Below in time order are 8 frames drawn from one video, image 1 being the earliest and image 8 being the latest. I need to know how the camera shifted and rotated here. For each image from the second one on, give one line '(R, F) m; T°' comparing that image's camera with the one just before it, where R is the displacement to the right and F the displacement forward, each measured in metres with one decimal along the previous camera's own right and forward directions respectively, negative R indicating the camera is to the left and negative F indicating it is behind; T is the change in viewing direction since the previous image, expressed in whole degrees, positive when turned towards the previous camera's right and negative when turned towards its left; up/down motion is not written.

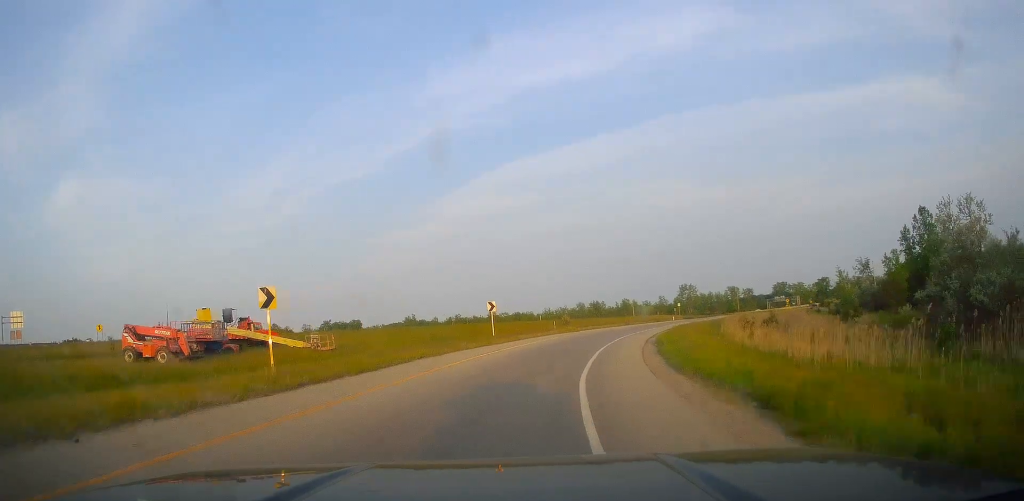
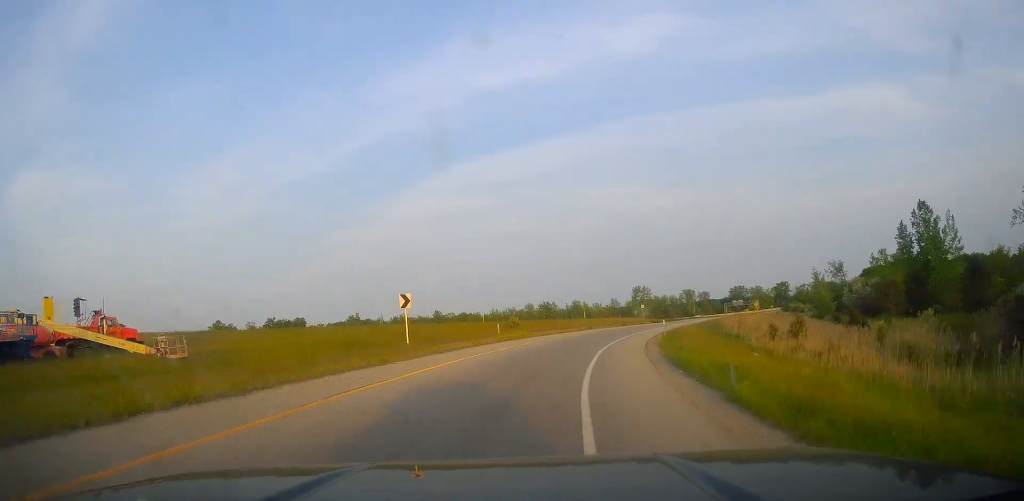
(+0.8, +13.9) m; +5°
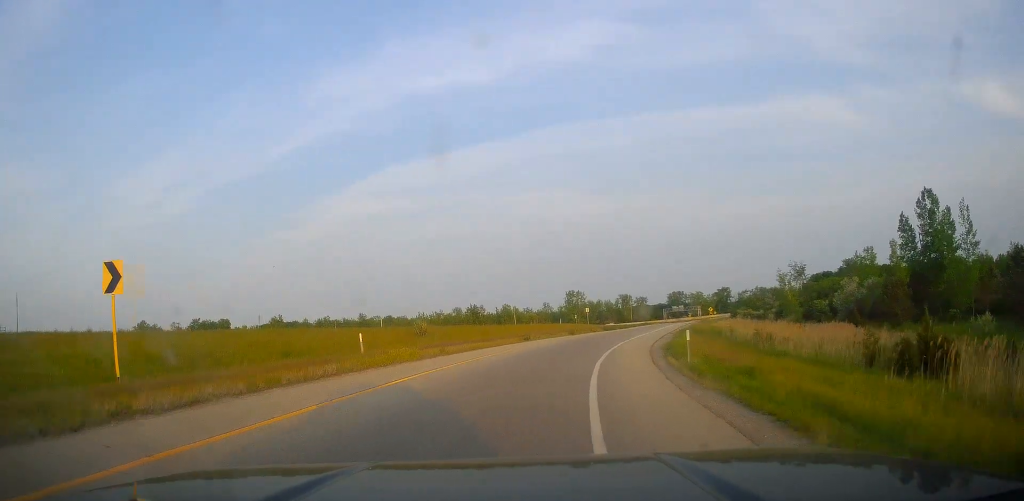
(+1.0, +18.5) m; +6°
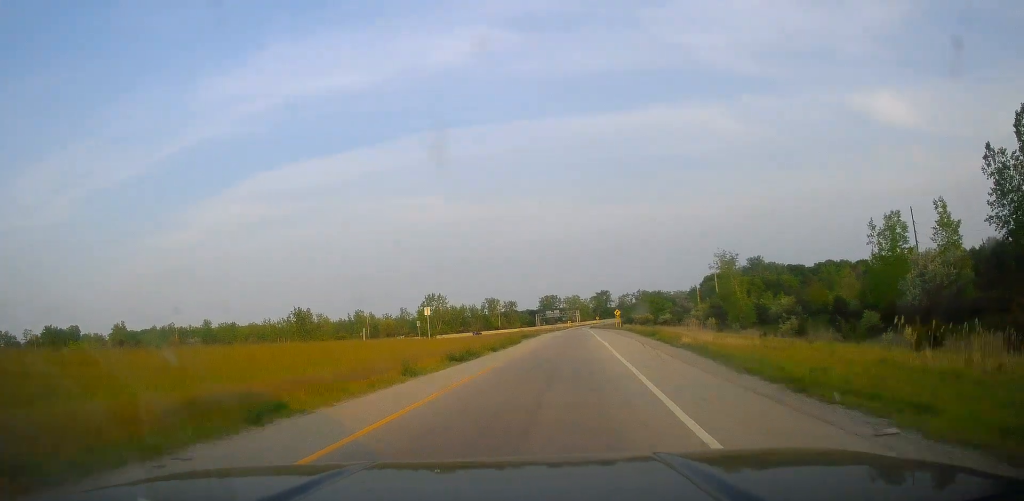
(+4.9, +44.4) m; +13°
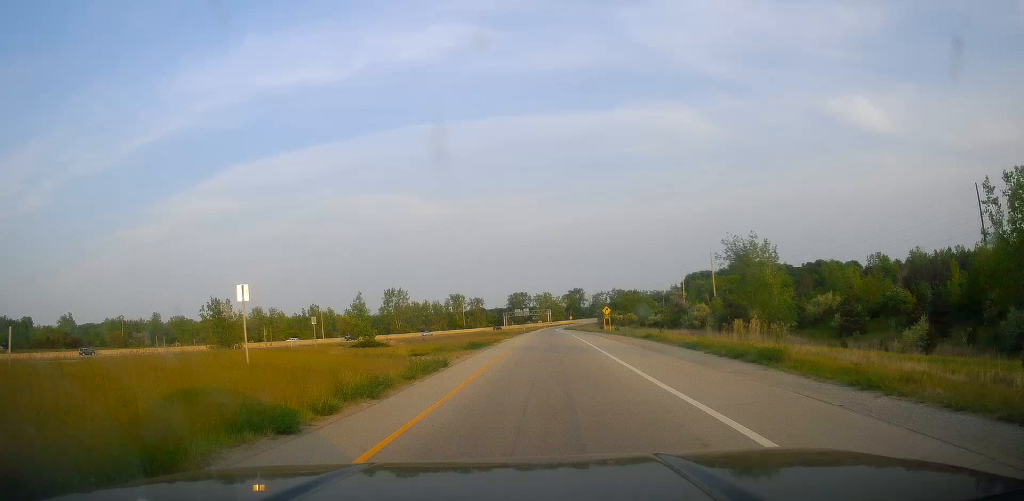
(+1.9, +26.7) m; +6°
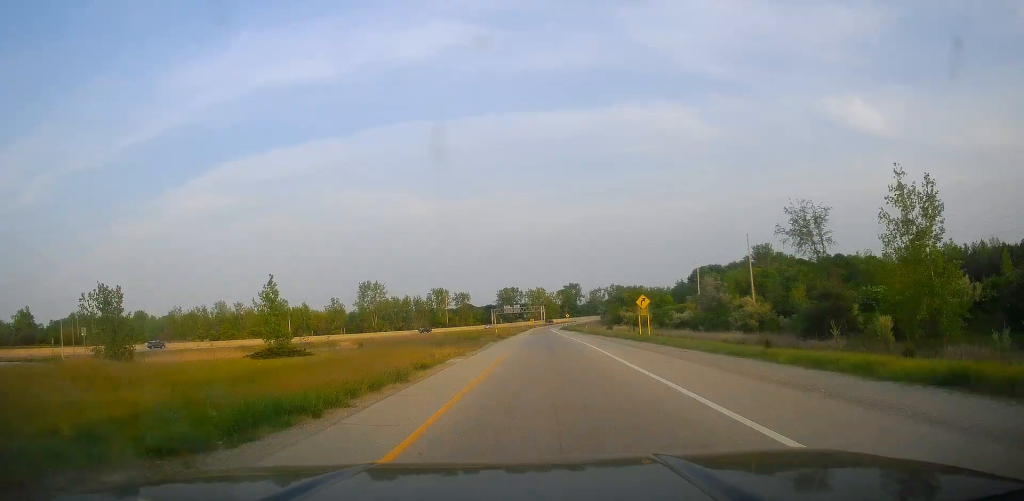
(+1.4, +33.6) m; +3°
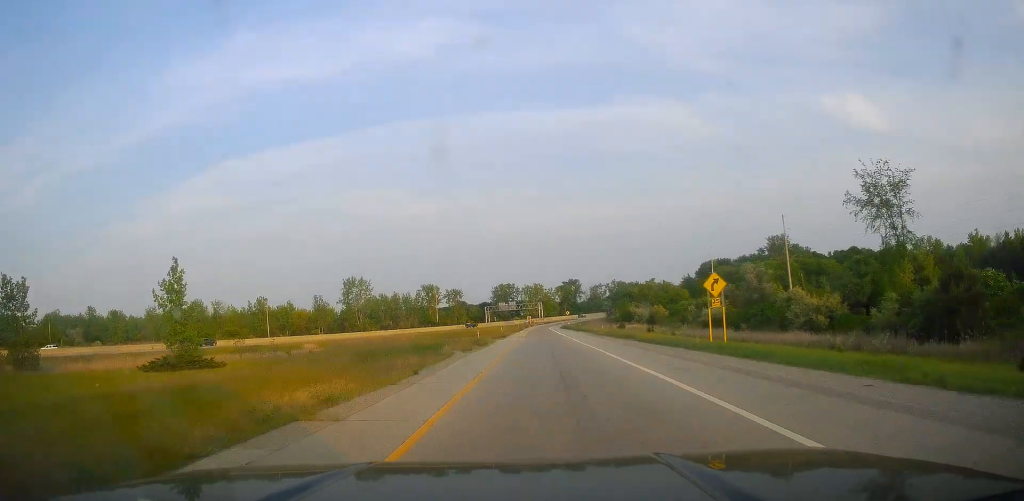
(0.0, +21.1) m; 0°
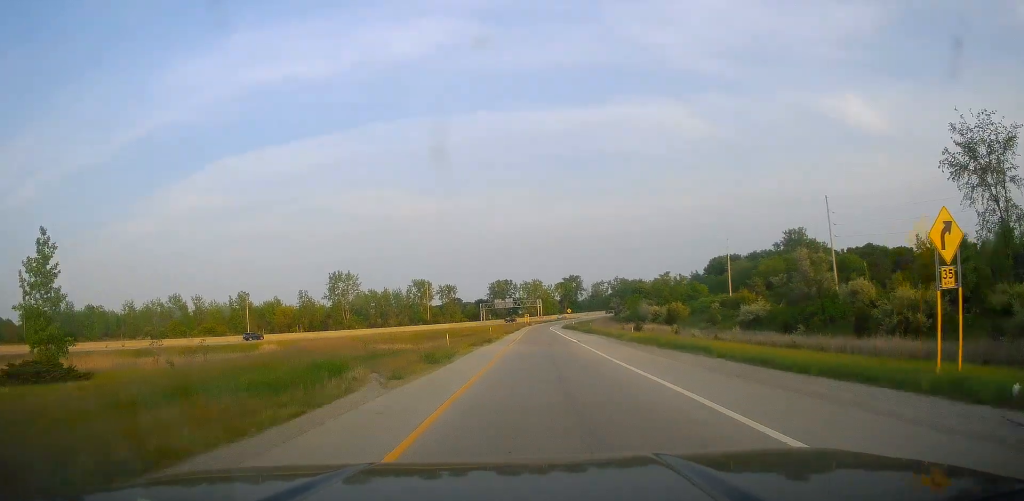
(-0.1, +18.0) m; 0°
